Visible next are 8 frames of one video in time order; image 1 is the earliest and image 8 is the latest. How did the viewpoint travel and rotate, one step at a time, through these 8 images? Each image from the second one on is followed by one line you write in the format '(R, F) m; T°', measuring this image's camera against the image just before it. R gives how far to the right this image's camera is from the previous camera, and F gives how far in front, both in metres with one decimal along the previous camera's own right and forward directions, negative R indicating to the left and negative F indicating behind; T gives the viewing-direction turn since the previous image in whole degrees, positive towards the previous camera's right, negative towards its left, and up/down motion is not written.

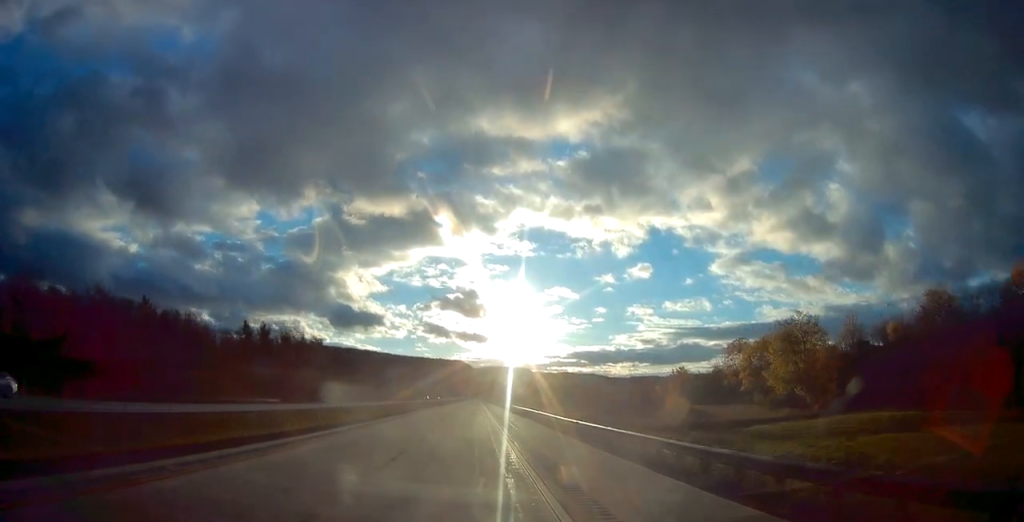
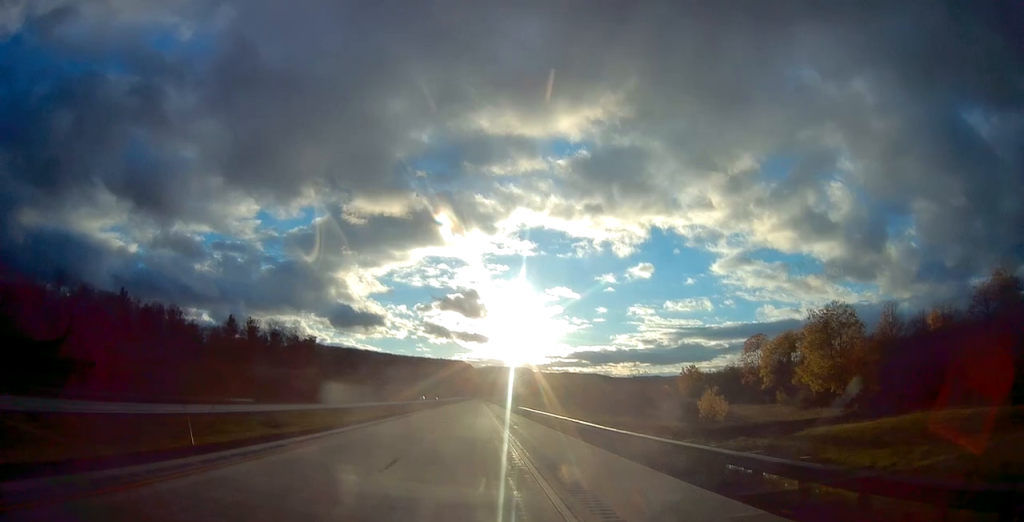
(+0.1, +12.2) m; 0°
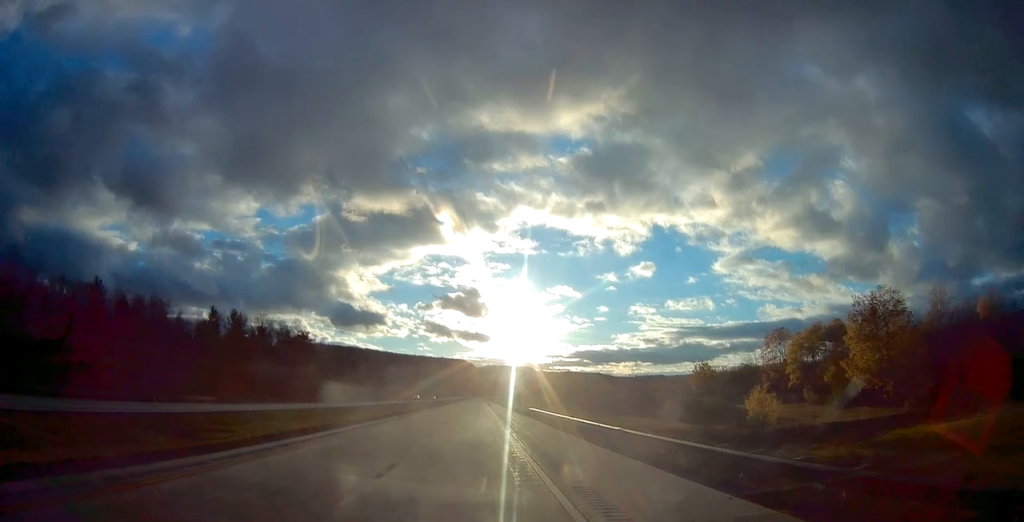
(0.0, +13.2) m; 0°
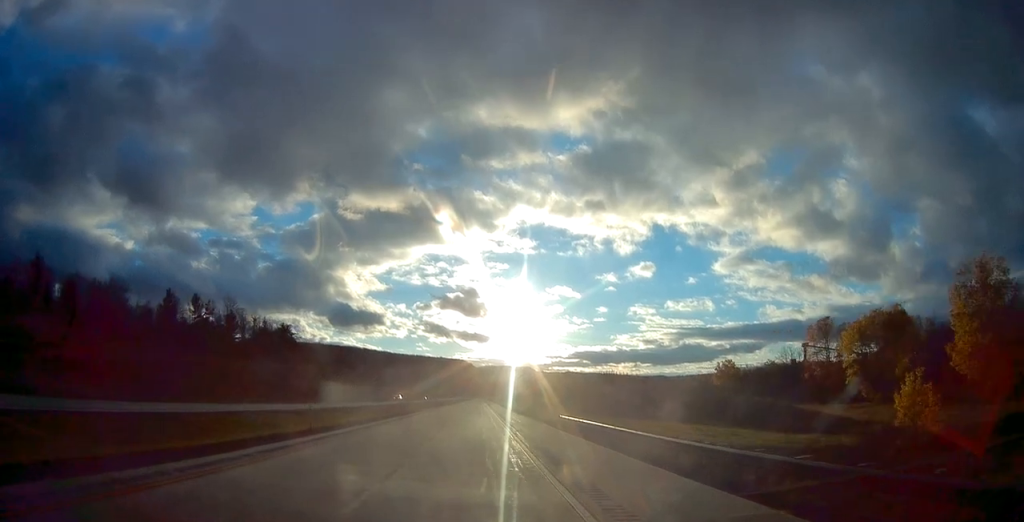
(-0.2, +24.5) m; 0°
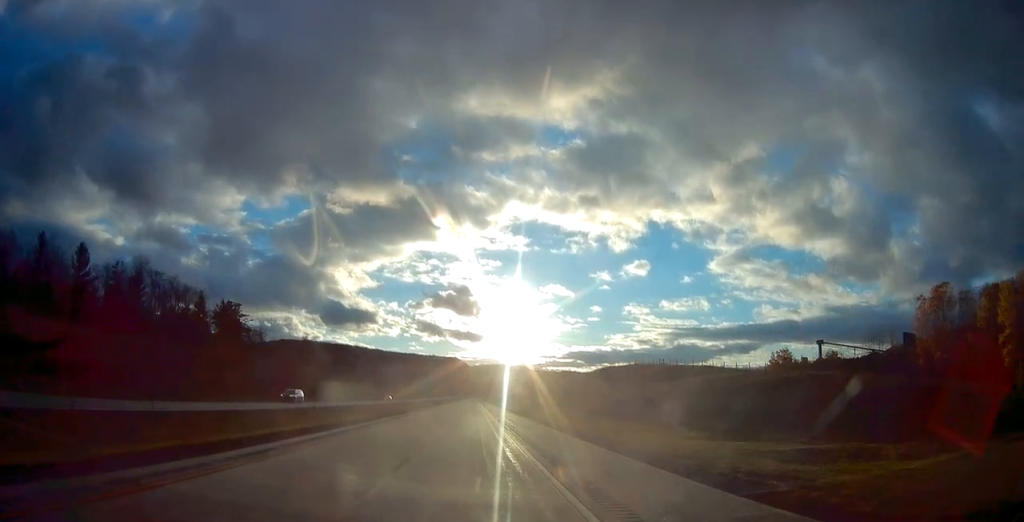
(+0.3, +46.8) m; +1°
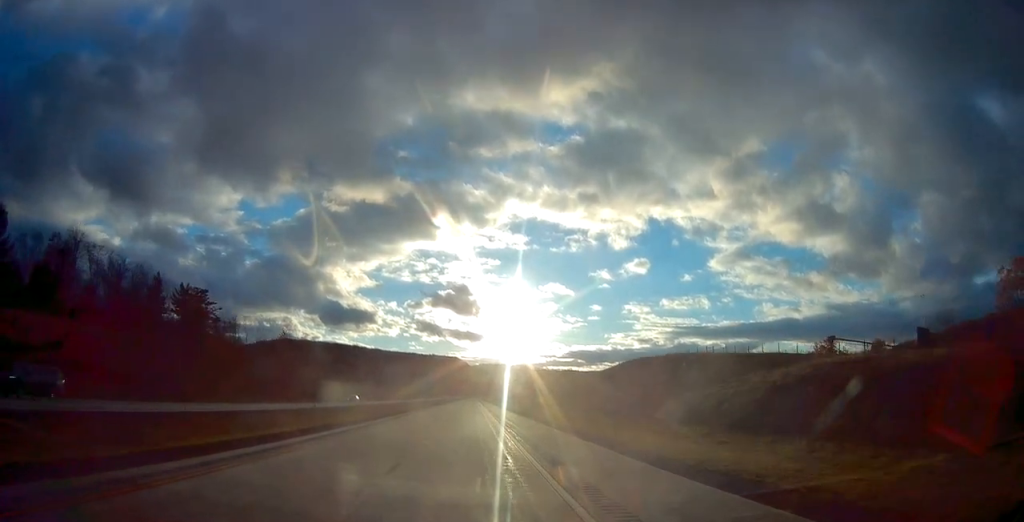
(0.0, +24.4) m; 0°
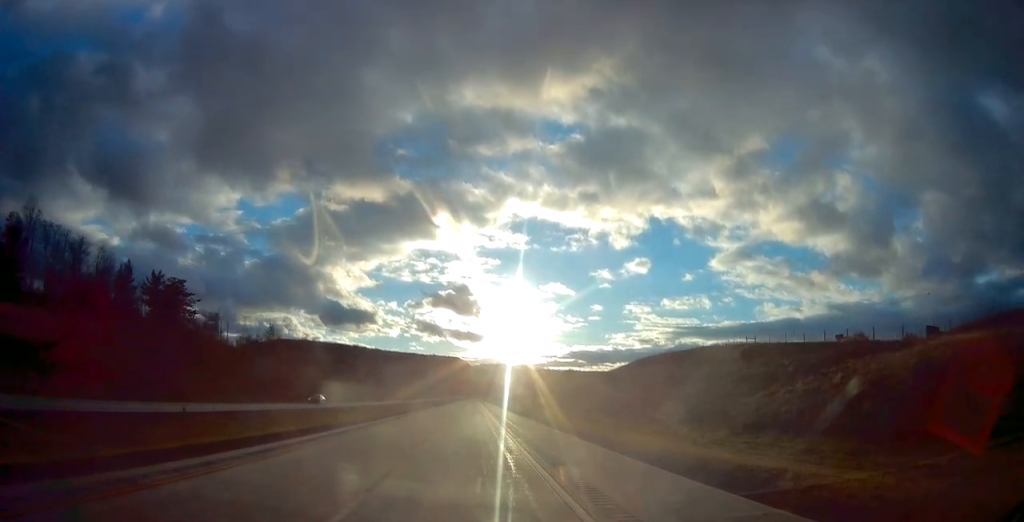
(-0.1, +14.2) m; 0°
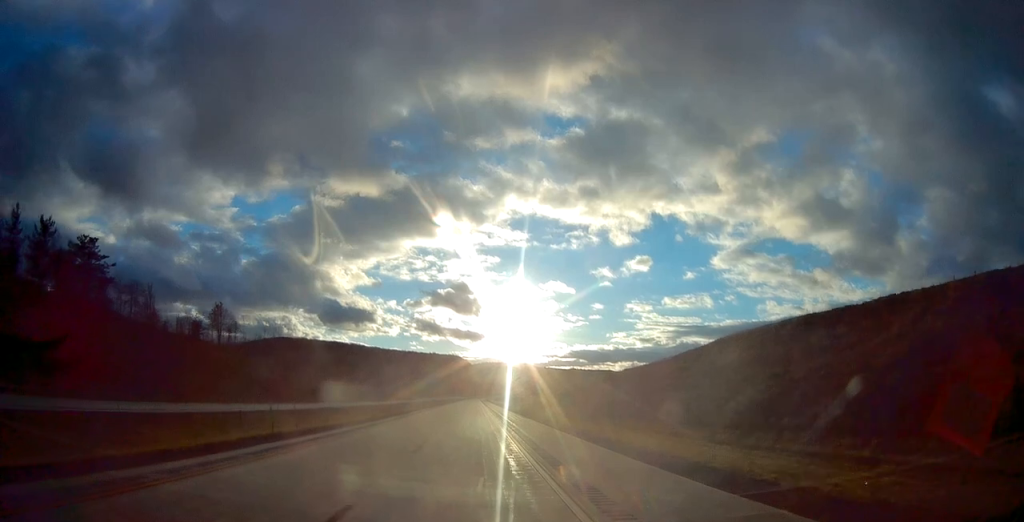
(+0.2, +40.7) m; 0°
